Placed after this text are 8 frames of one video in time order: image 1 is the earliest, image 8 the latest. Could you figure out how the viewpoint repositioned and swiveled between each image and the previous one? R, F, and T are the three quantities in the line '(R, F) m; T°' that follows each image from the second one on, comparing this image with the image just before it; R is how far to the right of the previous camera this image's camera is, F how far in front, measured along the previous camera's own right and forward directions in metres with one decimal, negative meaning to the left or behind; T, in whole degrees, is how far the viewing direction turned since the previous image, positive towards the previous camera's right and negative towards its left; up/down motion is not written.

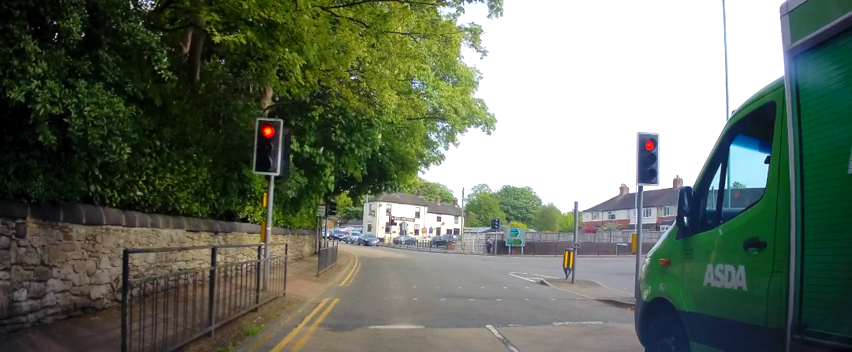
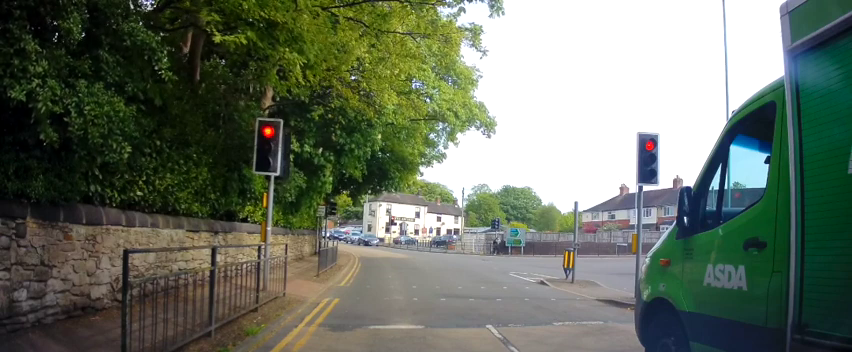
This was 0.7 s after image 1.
(0.0, 0.0) m; 0°
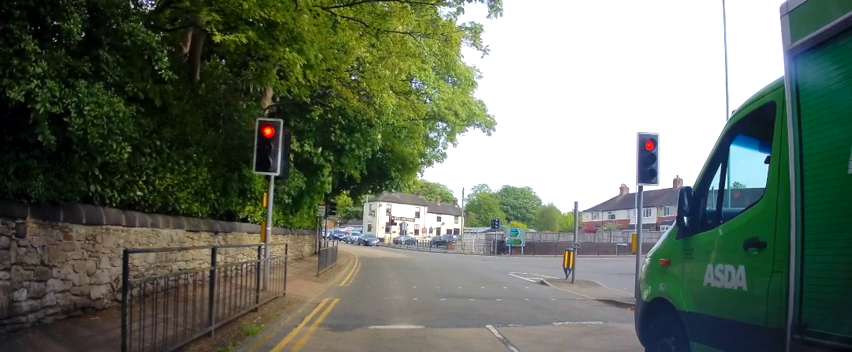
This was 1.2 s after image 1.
(0.0, 0.0) m; 0°
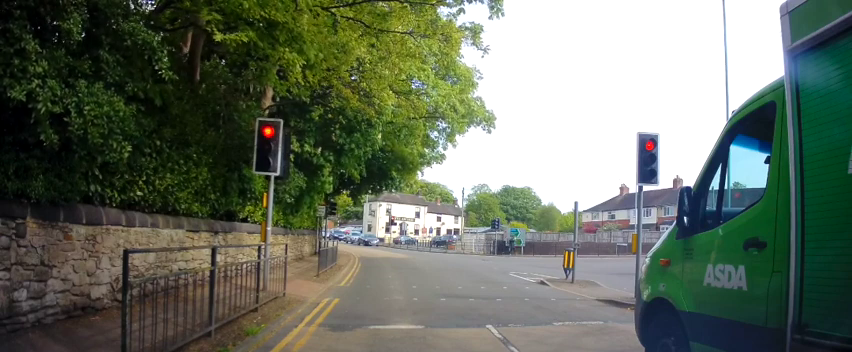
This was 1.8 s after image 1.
(0.0, 0.0) m; 0°
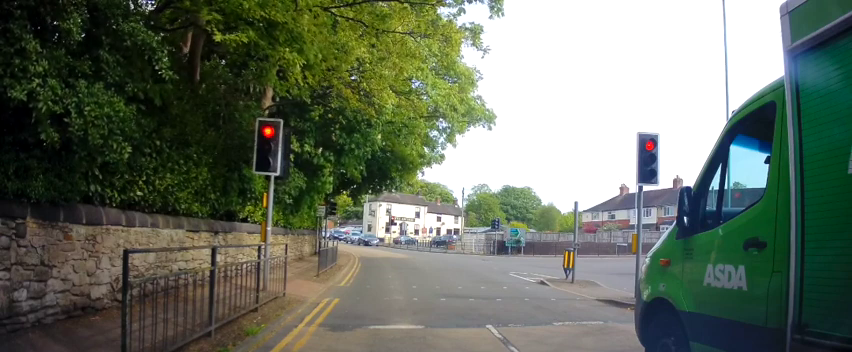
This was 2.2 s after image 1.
(0.0, 0.0) m; 0°
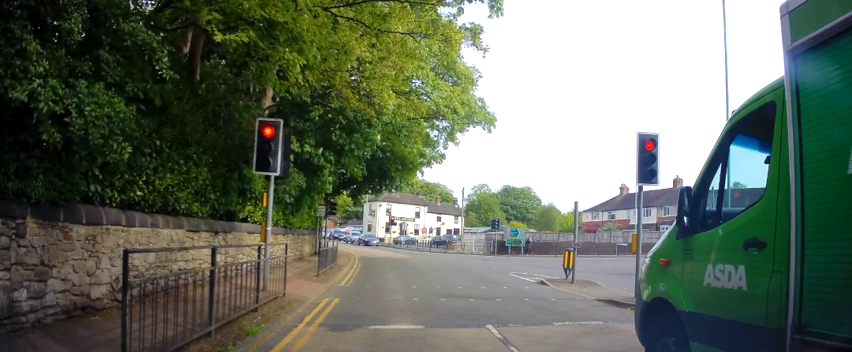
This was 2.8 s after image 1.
(0.0, 0.0) m; 0°
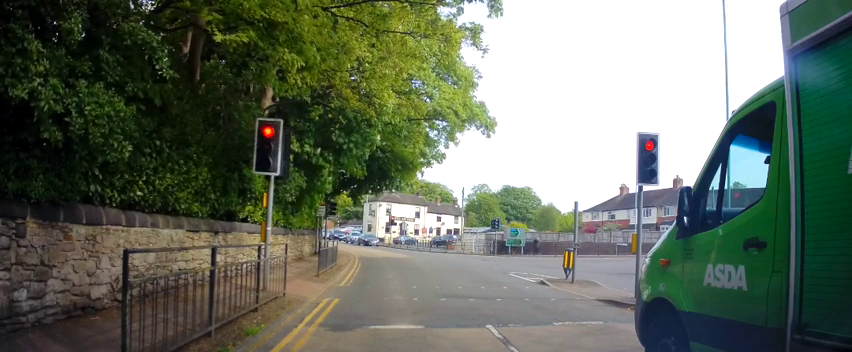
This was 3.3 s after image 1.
(0.0, 0.0) m; 0°
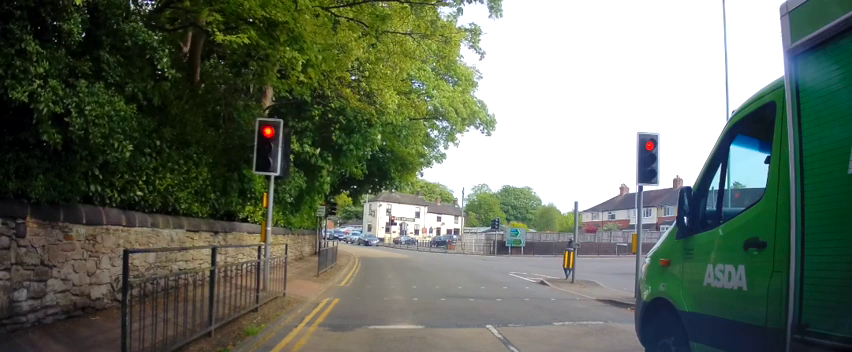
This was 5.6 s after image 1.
(0.0, 0.0) m; 0°
